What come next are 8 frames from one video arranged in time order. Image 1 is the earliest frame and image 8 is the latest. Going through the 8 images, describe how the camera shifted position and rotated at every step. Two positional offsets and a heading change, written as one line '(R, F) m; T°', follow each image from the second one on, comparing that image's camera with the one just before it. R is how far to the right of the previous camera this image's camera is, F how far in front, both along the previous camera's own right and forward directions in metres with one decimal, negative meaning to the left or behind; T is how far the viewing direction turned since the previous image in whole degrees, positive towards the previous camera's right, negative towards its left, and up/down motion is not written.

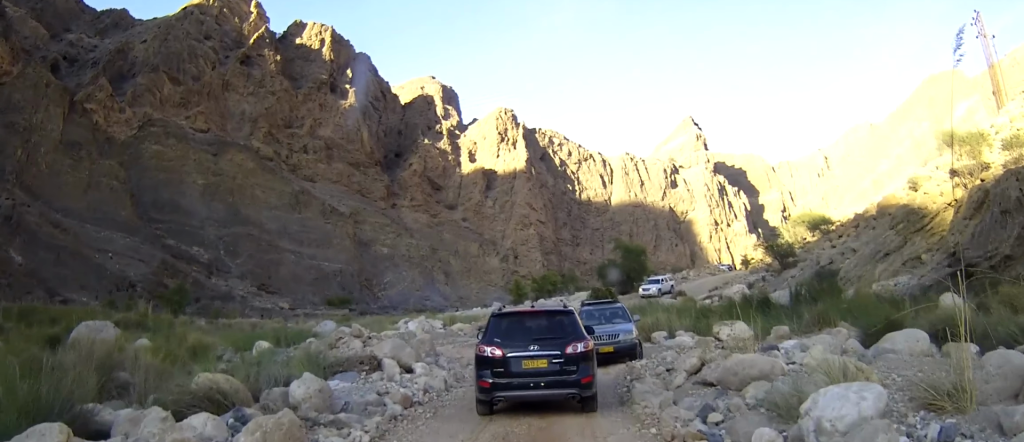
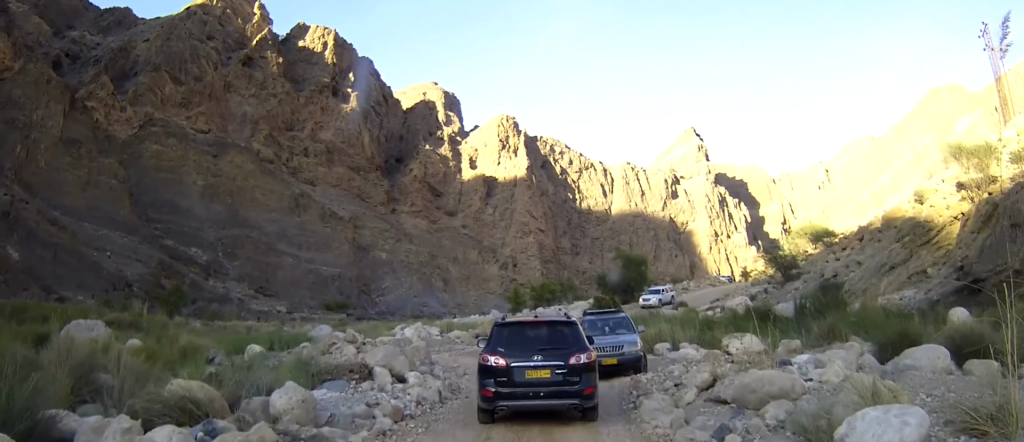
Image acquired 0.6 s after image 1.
(0.0, 0.0) m; 0°
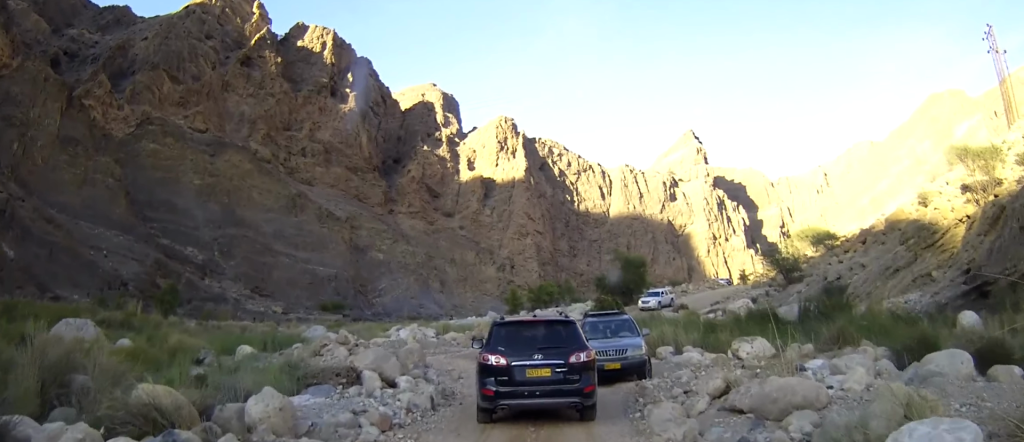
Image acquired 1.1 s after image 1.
(0.0, 0.0) m; 0°
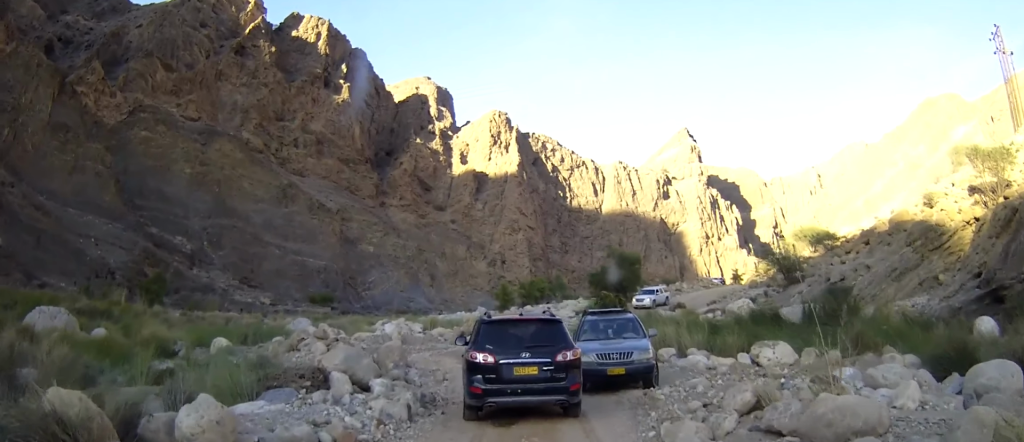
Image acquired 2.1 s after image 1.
(0.0, 0.0) m; 0°
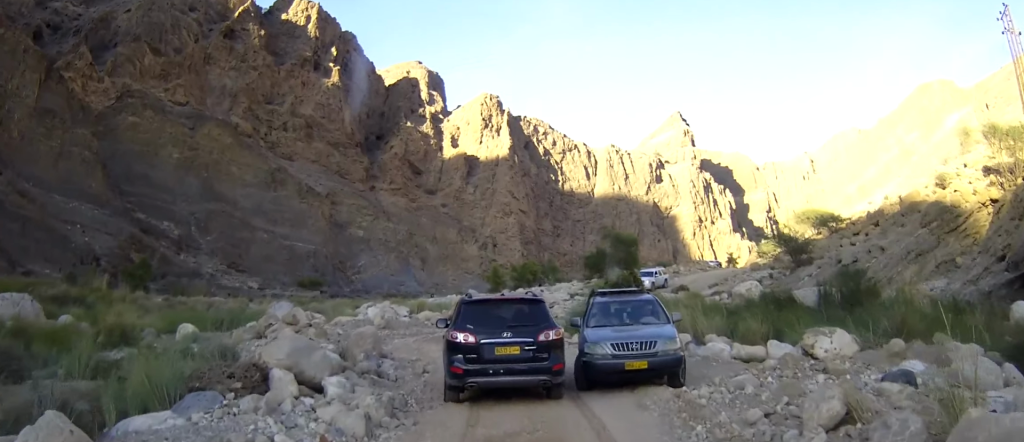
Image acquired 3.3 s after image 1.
(0.0, +0.8) m; 0°
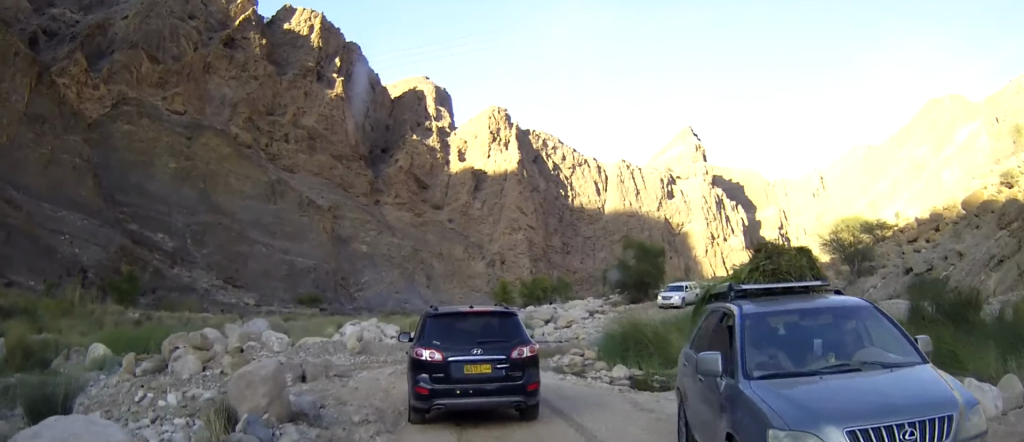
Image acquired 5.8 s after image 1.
(+0.1, +7.8) m; +1°
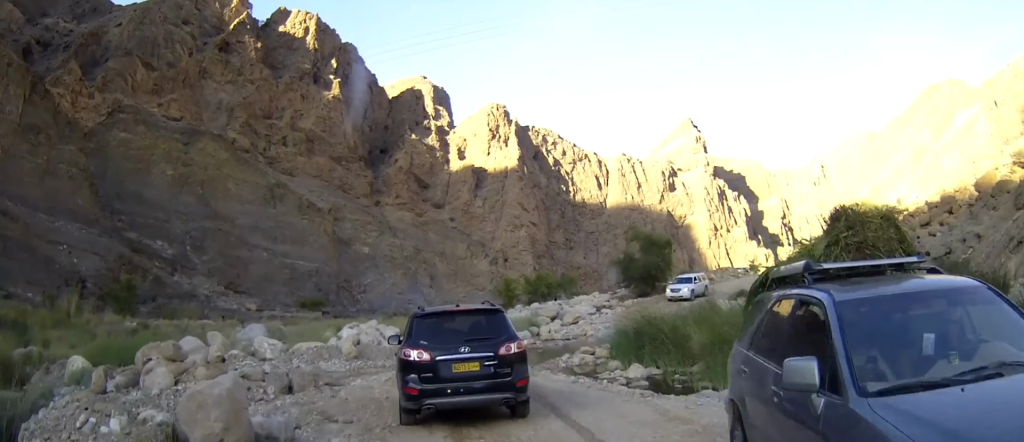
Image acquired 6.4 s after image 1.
(0.0, +1.9) m; +1°
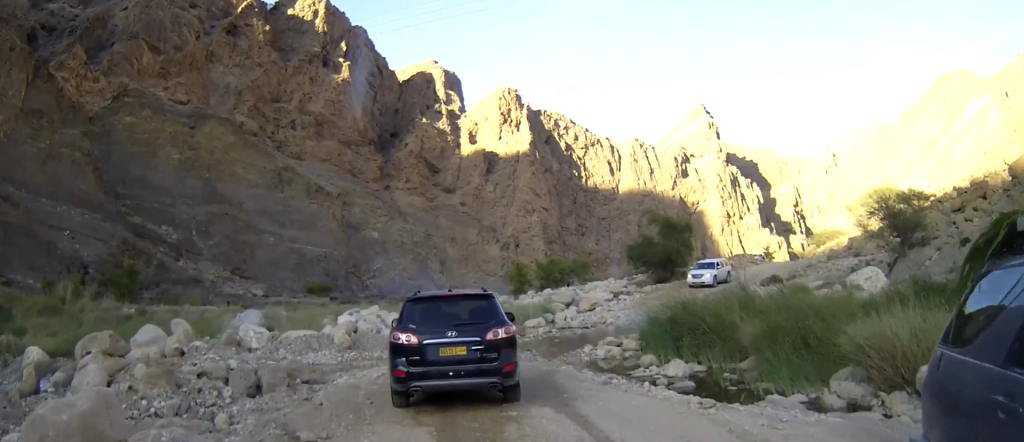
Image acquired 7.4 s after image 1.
(0.0, +3.6) m; +1°
